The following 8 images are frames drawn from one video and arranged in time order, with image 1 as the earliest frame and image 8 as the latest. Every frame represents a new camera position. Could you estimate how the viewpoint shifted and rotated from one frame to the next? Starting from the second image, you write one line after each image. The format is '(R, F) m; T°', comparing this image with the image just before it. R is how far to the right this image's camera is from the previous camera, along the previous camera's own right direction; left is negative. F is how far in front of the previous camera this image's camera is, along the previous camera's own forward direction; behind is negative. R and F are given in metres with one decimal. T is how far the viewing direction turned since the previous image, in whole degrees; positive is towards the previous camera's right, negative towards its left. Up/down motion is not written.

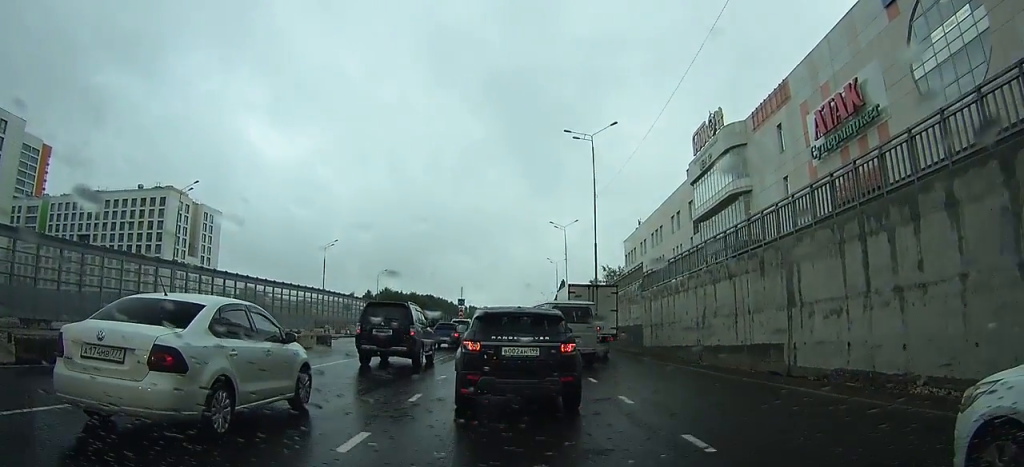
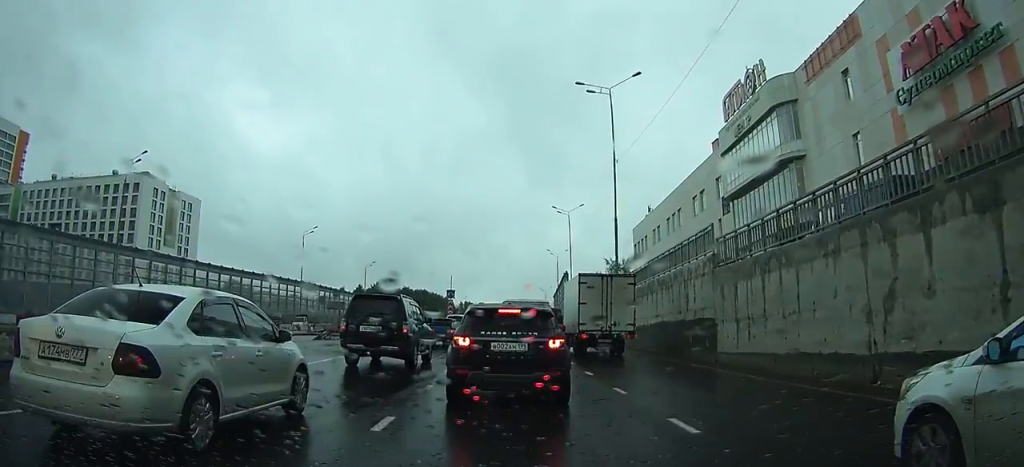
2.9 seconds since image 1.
(0.0, +5.0) m; 0°
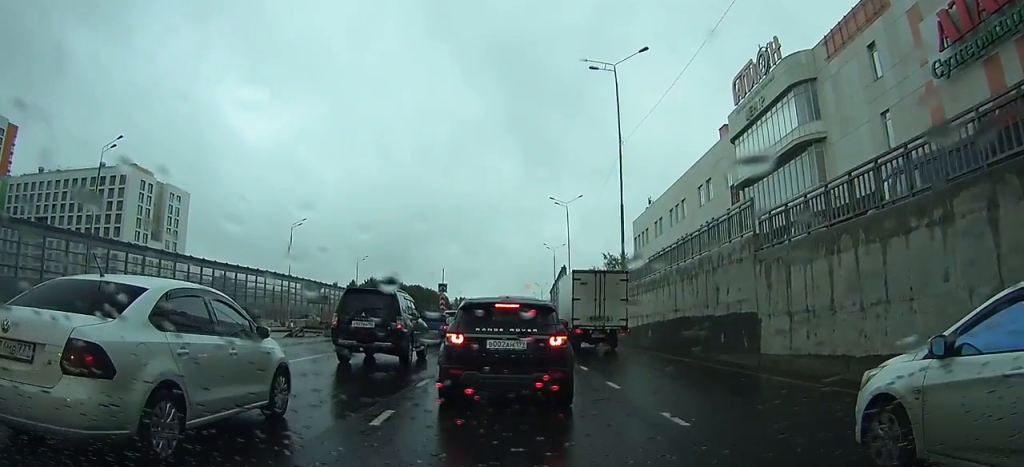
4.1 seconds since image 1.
(0.0, +2.4) m; 0°
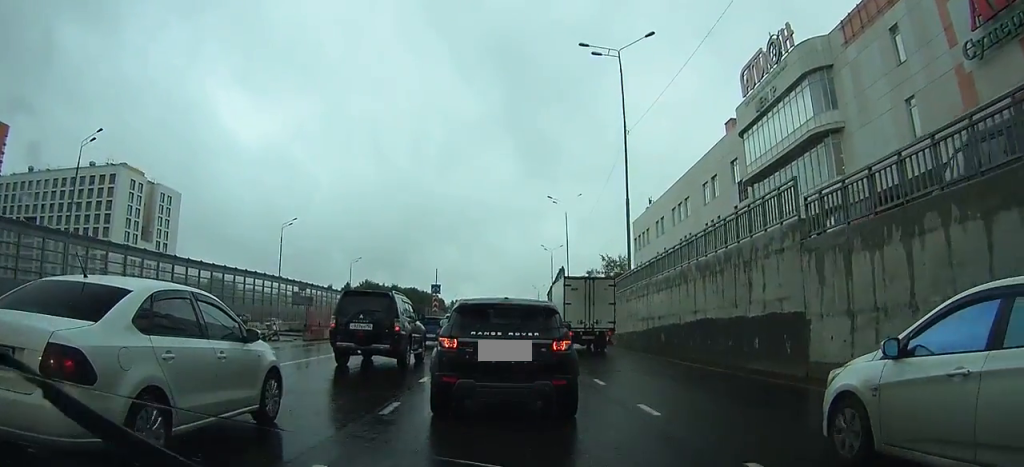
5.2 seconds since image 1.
(0.0, +2.3) m; 0°
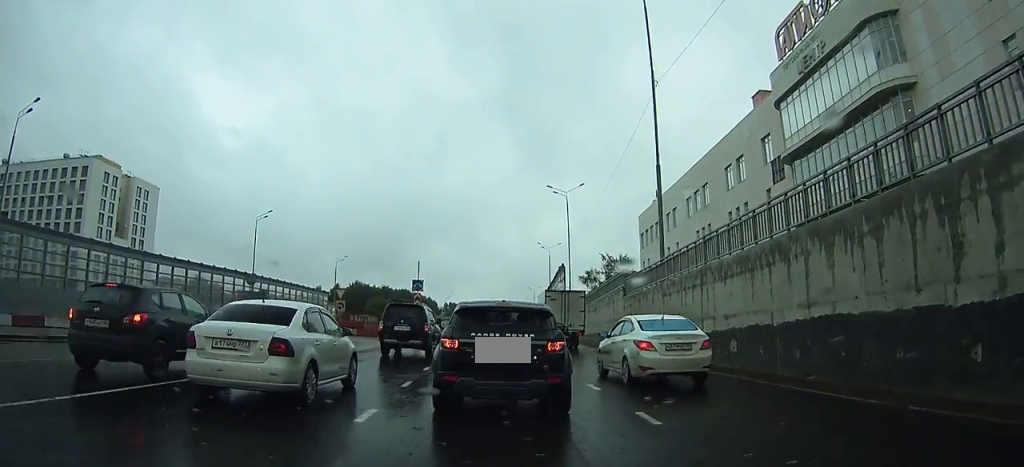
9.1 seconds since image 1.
(-0.1, +9.8) m; -2°
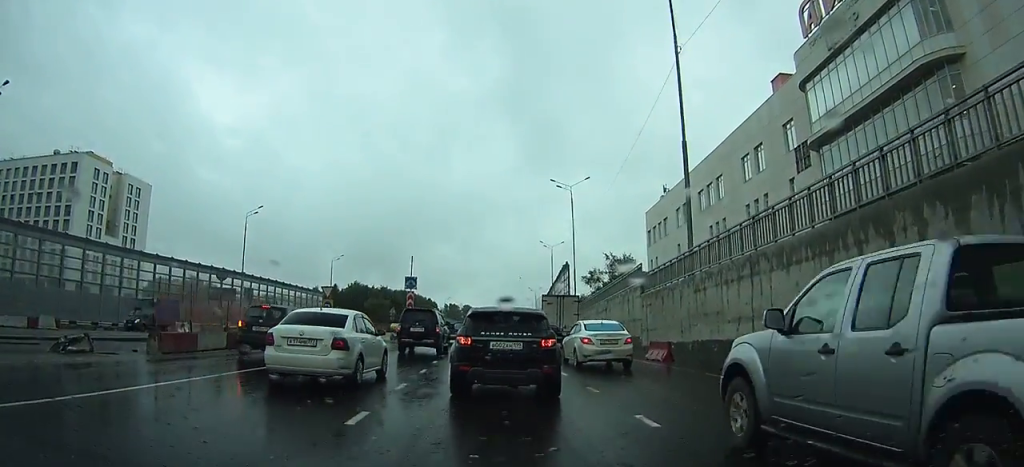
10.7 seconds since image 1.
(-0.1, +4.6) m; -1°
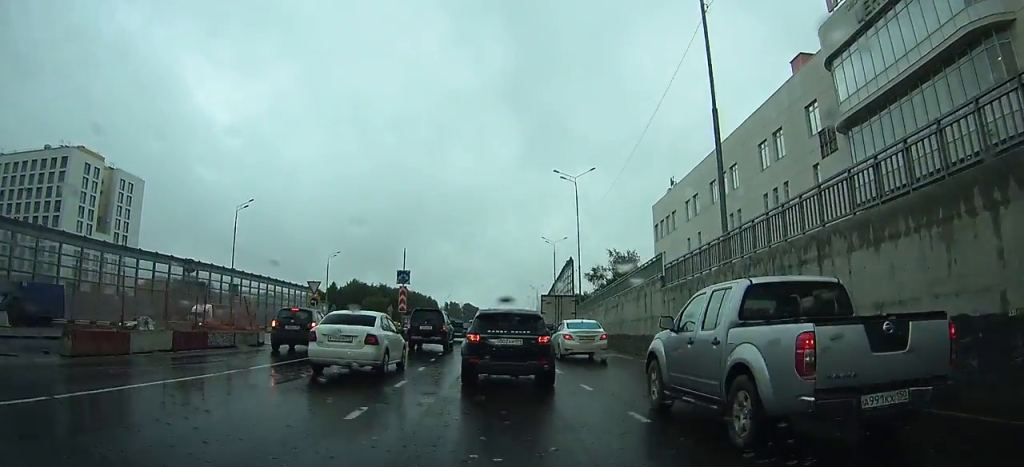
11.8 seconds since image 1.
(0.0, +3.7) m; -1°
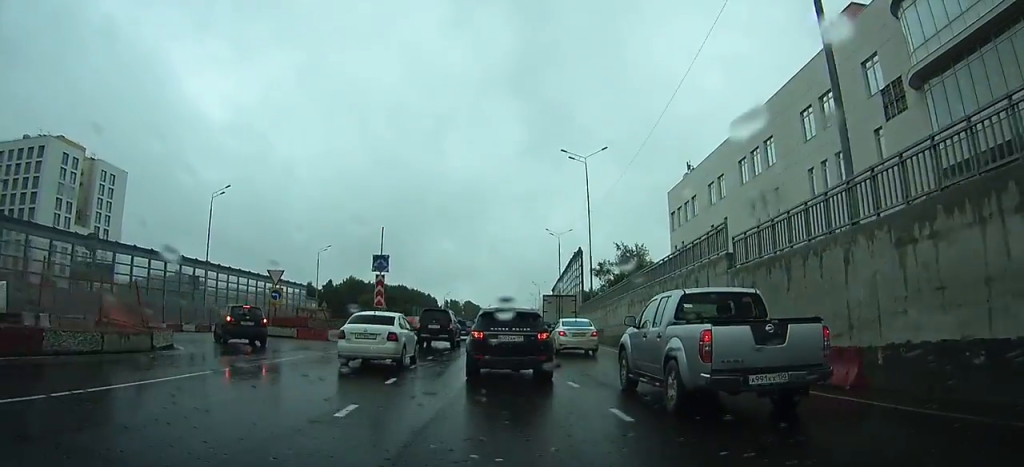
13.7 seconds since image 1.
(0.0, +6.7) m; 0°
